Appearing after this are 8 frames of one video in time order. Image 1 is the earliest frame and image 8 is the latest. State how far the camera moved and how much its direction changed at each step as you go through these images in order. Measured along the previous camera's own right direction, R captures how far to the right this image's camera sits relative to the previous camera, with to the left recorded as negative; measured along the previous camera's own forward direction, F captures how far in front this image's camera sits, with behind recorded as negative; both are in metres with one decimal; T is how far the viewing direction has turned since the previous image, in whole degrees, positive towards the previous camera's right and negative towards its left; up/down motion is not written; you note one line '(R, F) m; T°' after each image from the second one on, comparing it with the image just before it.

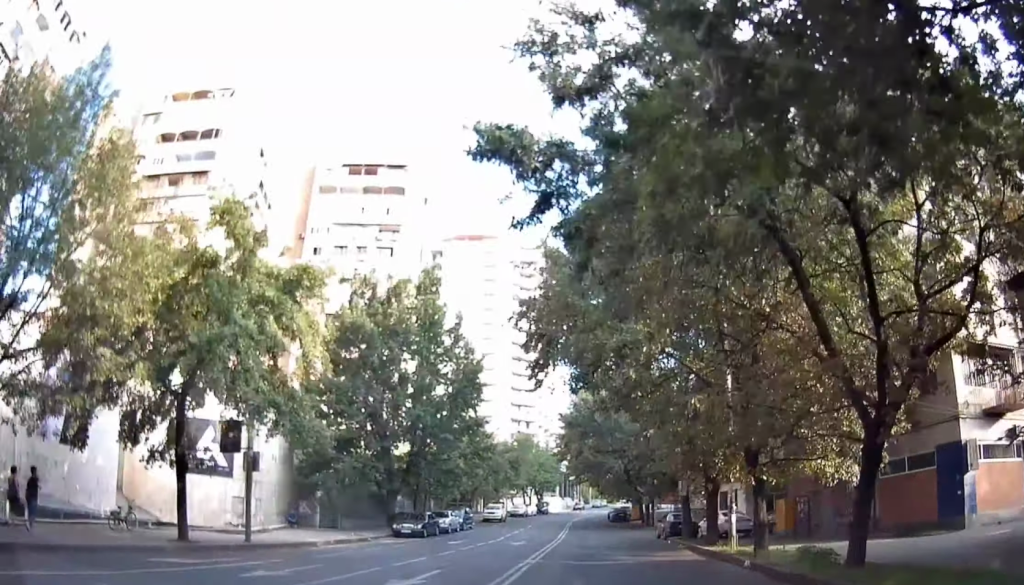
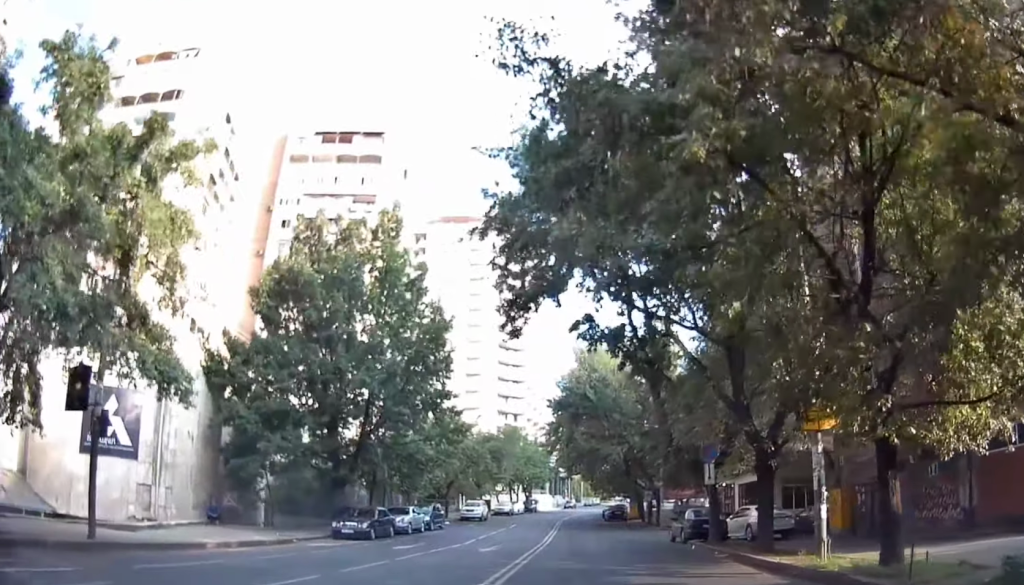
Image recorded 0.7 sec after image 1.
(-0.8, +8.1) m; -4°
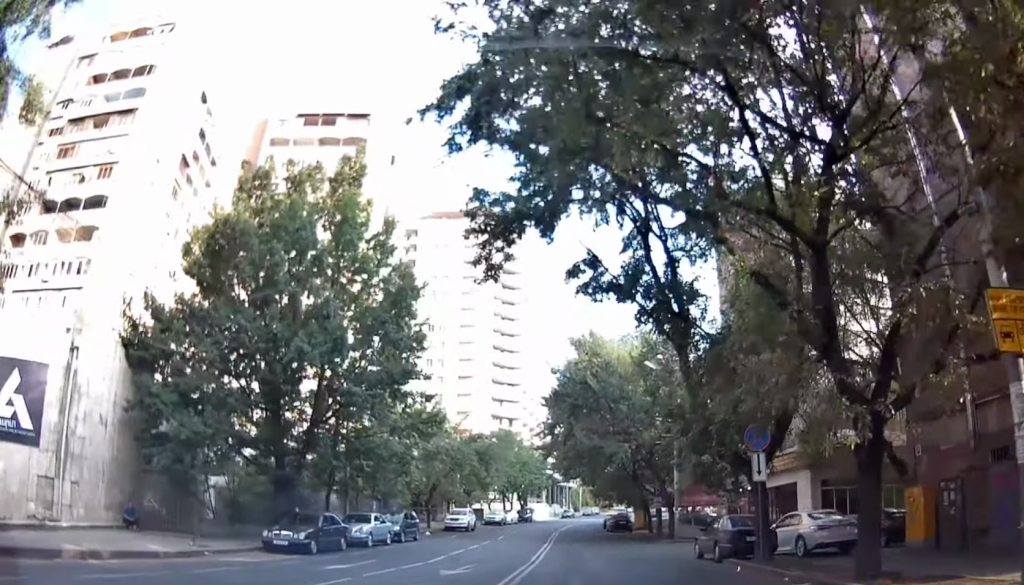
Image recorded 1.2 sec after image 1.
(+0.1, +6.3) m; -2°
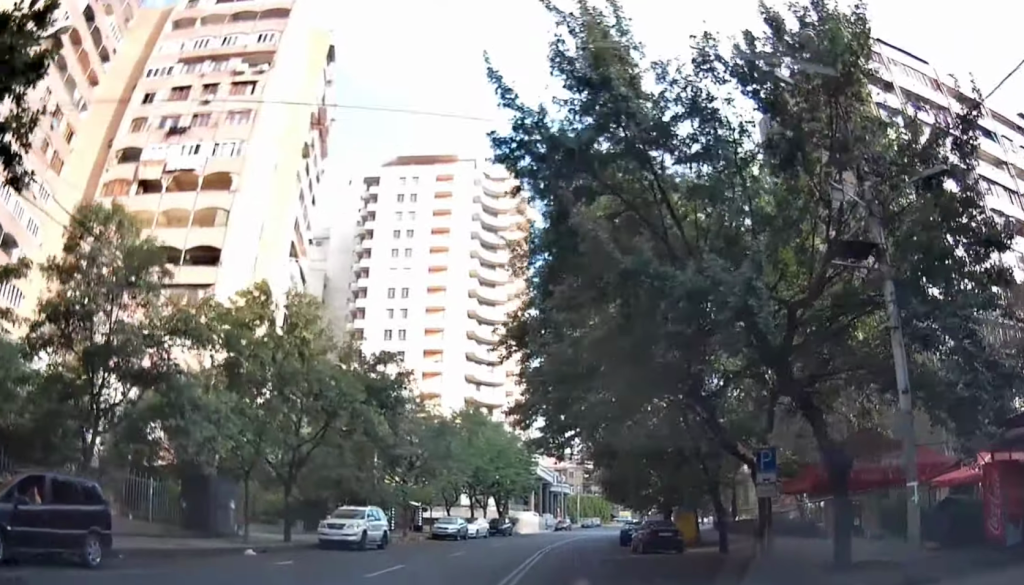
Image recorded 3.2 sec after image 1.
(-1.8, +24.8) m; -6°
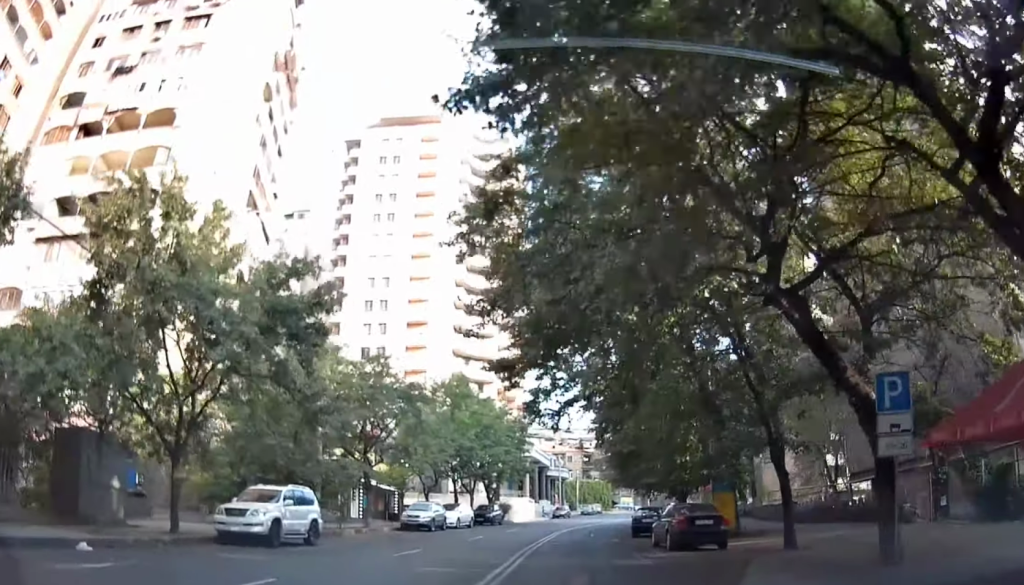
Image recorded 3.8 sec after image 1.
(+0.2, +8.1) m; 0°
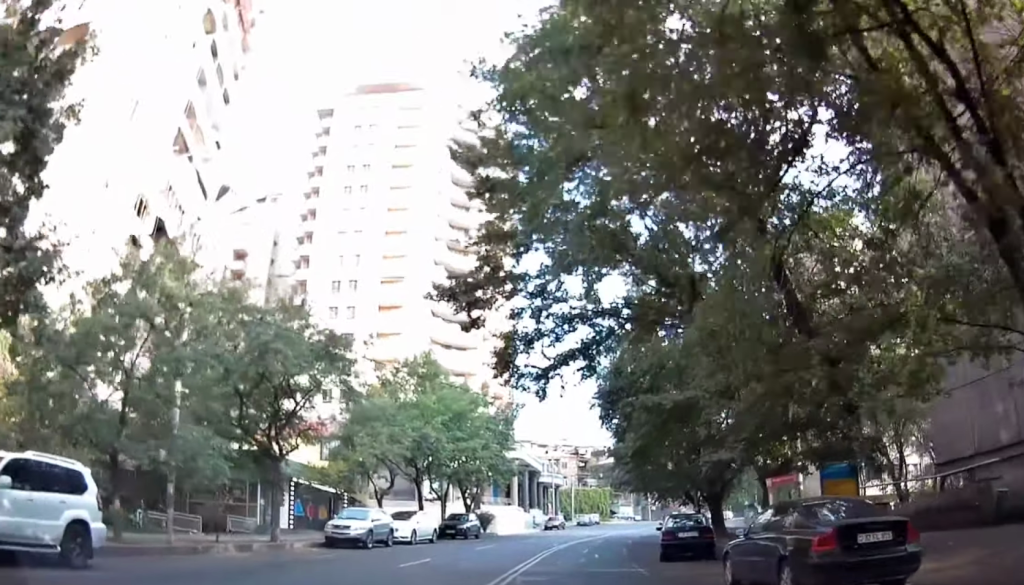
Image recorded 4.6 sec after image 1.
(-0.3, +11.3) m; 0°
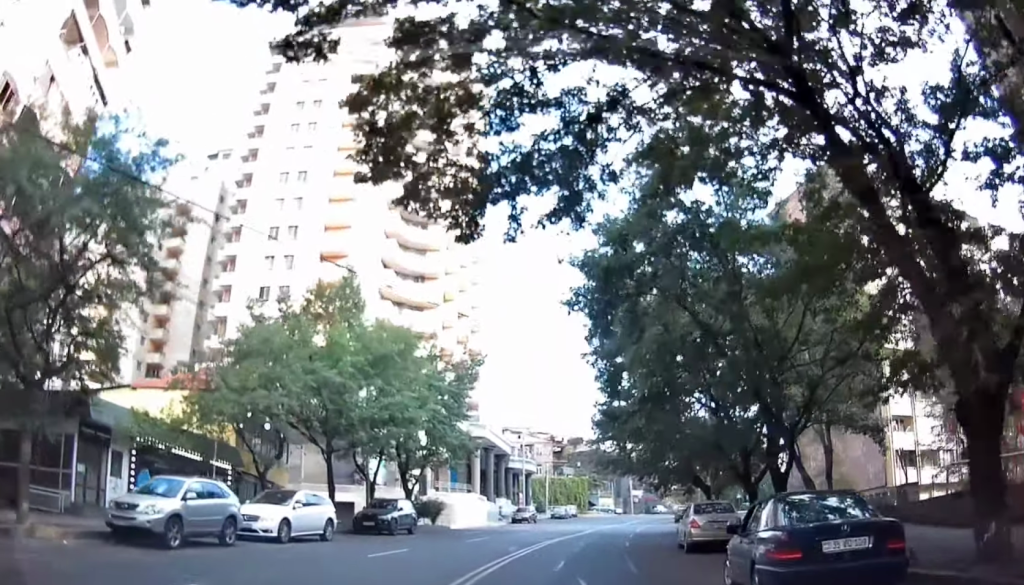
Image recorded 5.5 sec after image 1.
(+0.1, +13.0) m; 0°
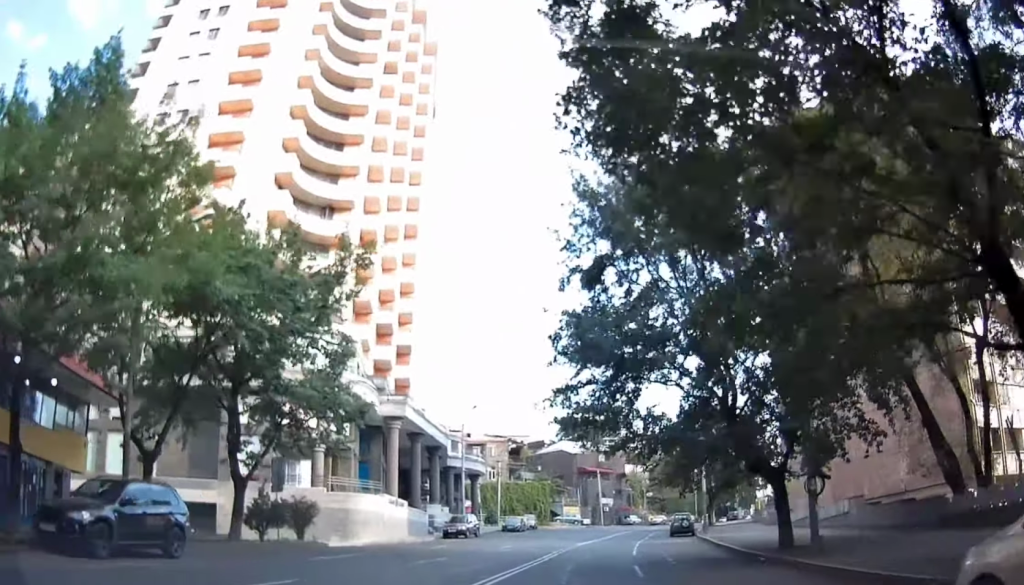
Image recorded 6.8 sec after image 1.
(-0.2, +19.2) m; -1°
